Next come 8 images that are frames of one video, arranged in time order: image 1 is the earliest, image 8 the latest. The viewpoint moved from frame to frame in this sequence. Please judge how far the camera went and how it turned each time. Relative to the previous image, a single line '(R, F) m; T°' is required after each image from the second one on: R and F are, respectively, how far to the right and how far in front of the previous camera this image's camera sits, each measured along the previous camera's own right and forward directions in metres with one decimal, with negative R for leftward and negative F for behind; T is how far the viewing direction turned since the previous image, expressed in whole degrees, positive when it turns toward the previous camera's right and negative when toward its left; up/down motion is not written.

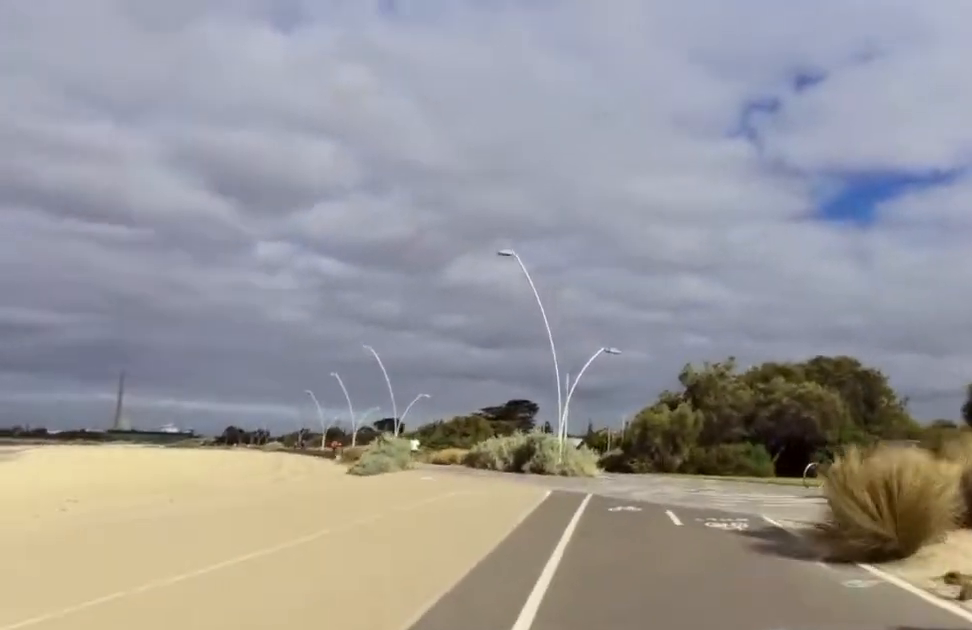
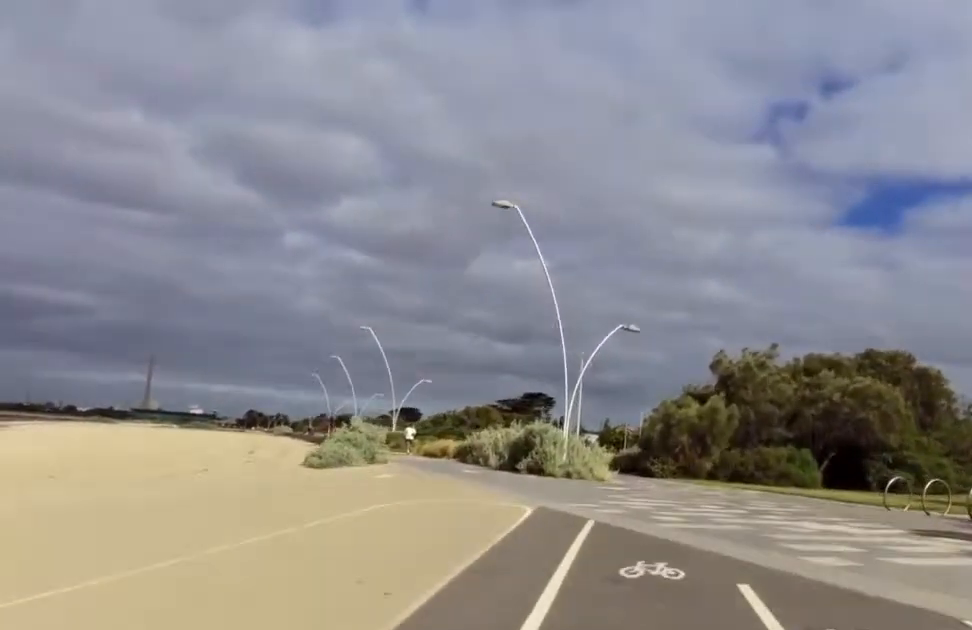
(-0.8, +6.1) m; -6°
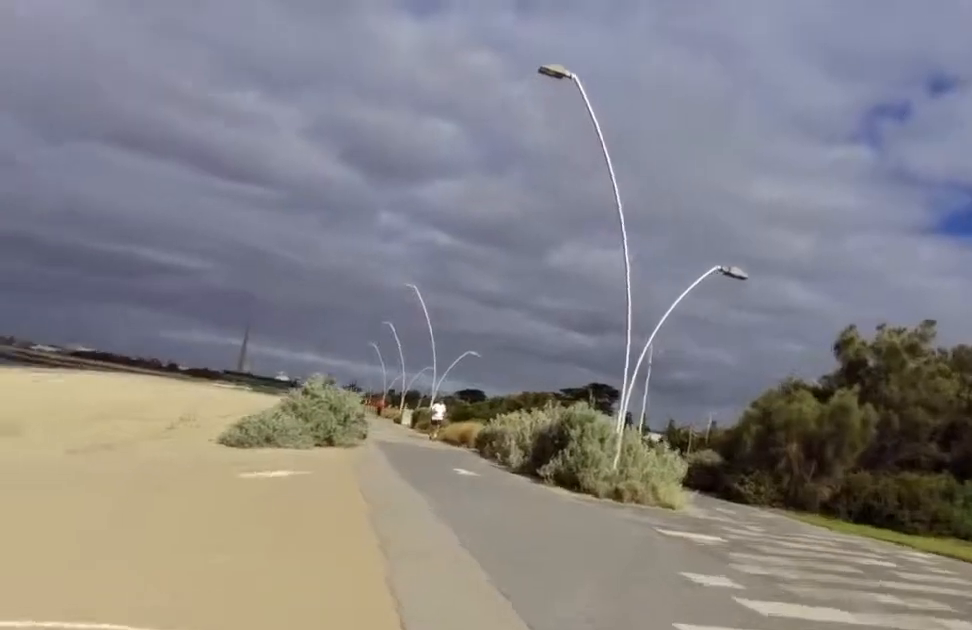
(-0.5, +9.5) m; -13°
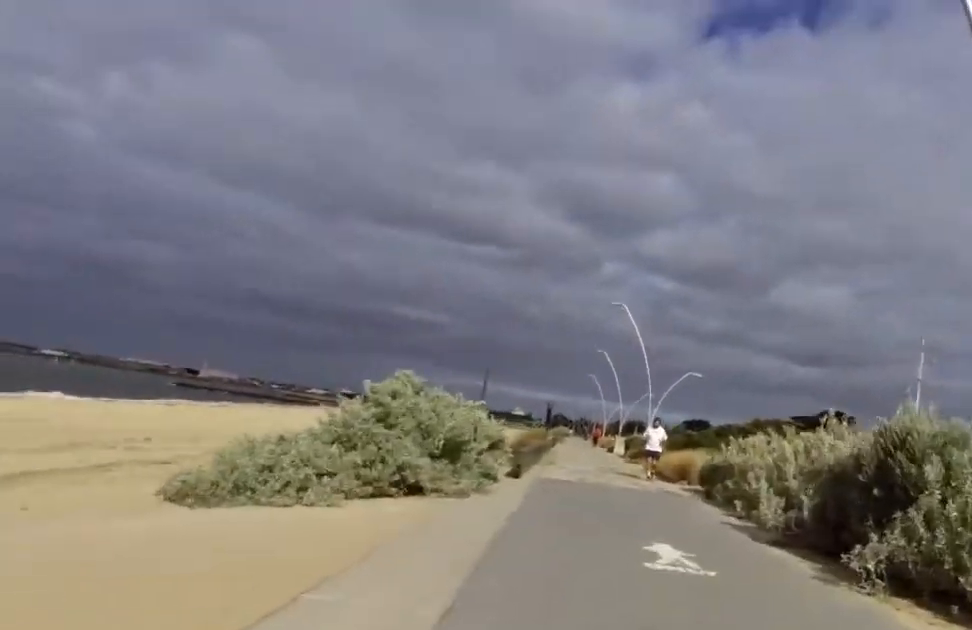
(-1.7, +8.9) m; -13°
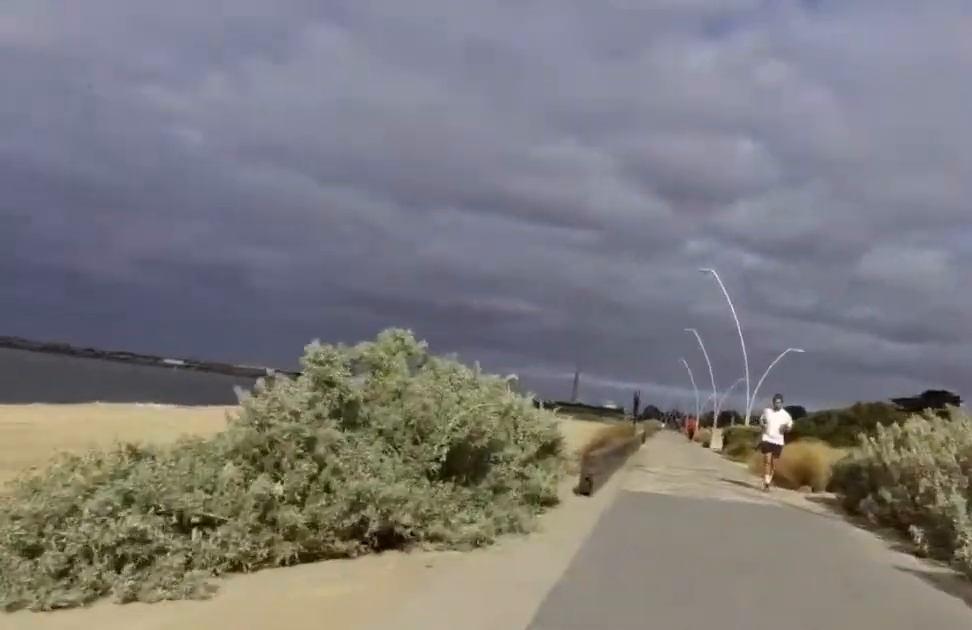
(0.0, +3.8) m; 0°
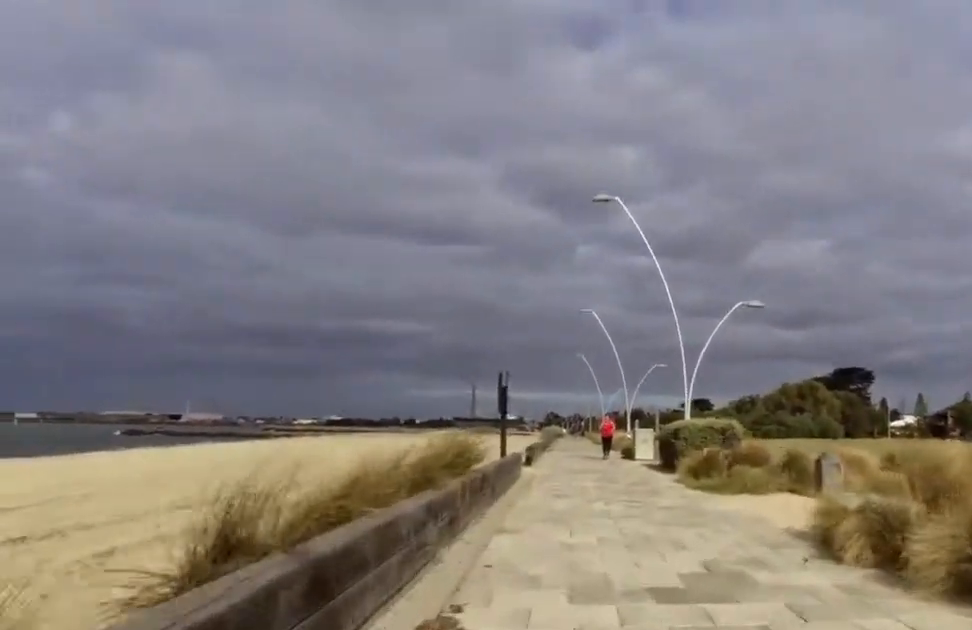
(-0.1, +13.6) m; +11°
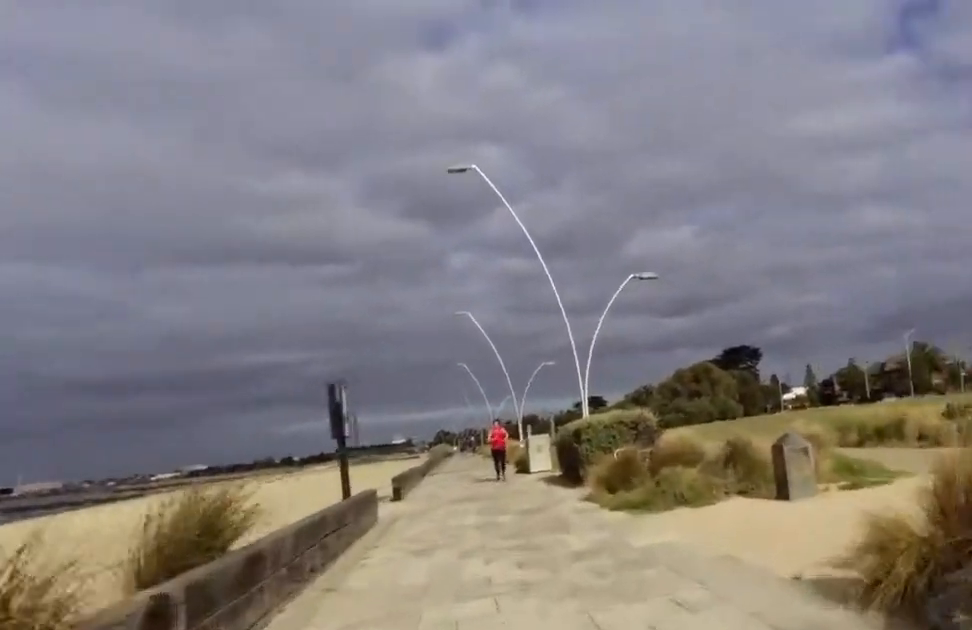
(+0.5, +3.3) m; +14°
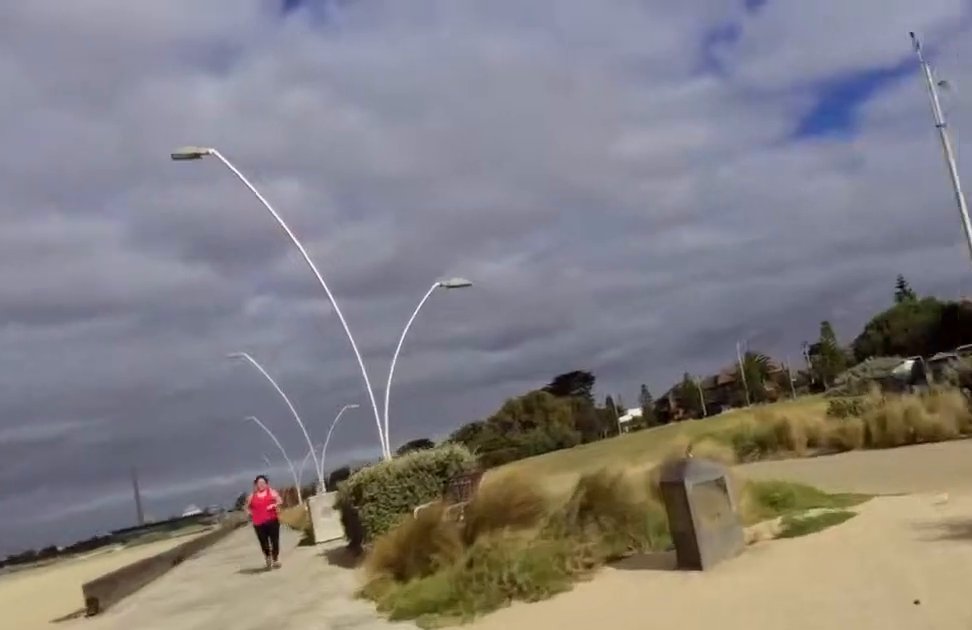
(+0.8, +3.8) m; +12°
